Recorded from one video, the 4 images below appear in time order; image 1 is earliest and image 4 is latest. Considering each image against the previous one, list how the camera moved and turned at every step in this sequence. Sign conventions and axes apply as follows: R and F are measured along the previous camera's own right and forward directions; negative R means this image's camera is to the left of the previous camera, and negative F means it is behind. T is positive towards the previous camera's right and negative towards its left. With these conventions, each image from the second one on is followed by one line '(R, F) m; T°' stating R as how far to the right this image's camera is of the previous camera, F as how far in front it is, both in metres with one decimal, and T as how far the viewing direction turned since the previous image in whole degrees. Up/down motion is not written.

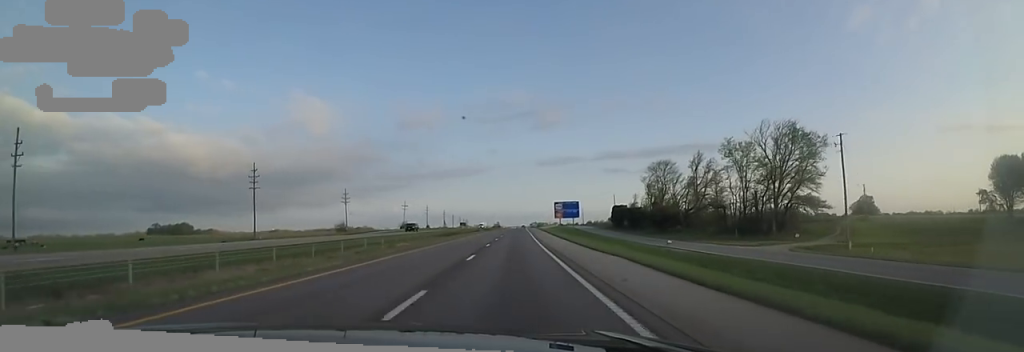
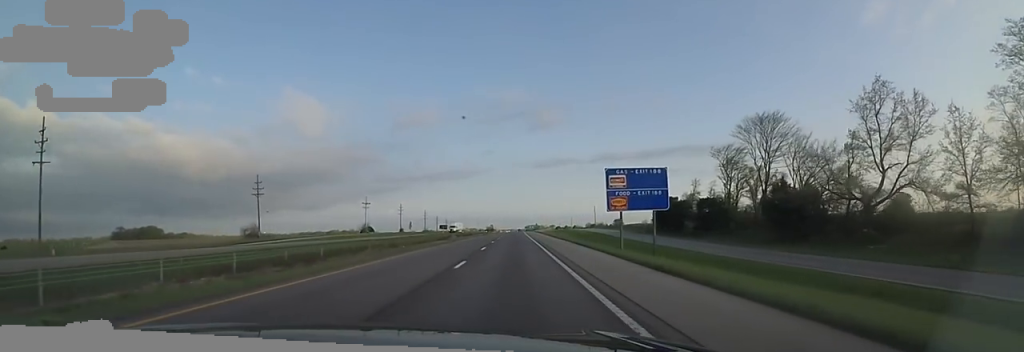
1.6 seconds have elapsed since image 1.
(+0.6, +52.0) m; 0°
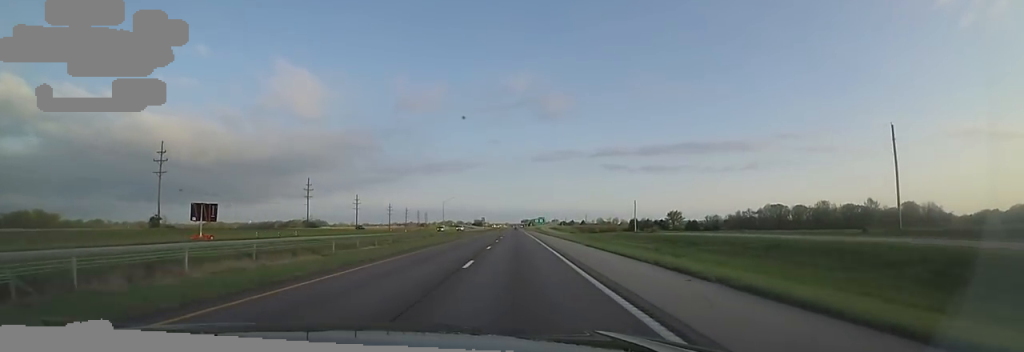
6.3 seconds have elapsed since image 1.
(-0.8, +160.4) m; 0°
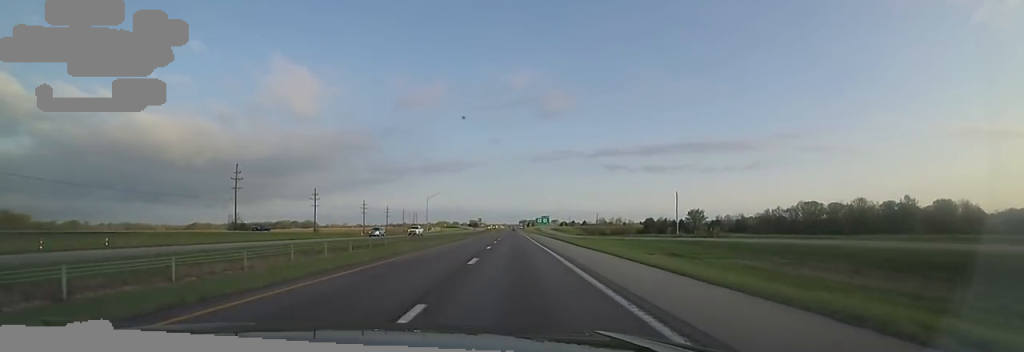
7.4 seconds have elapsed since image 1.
(-0.1, +34.0) m; 0°
